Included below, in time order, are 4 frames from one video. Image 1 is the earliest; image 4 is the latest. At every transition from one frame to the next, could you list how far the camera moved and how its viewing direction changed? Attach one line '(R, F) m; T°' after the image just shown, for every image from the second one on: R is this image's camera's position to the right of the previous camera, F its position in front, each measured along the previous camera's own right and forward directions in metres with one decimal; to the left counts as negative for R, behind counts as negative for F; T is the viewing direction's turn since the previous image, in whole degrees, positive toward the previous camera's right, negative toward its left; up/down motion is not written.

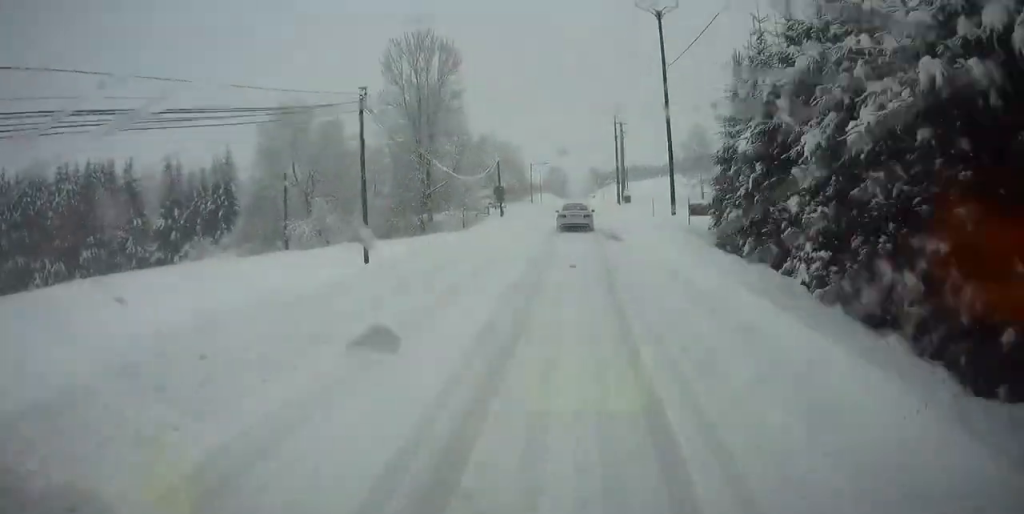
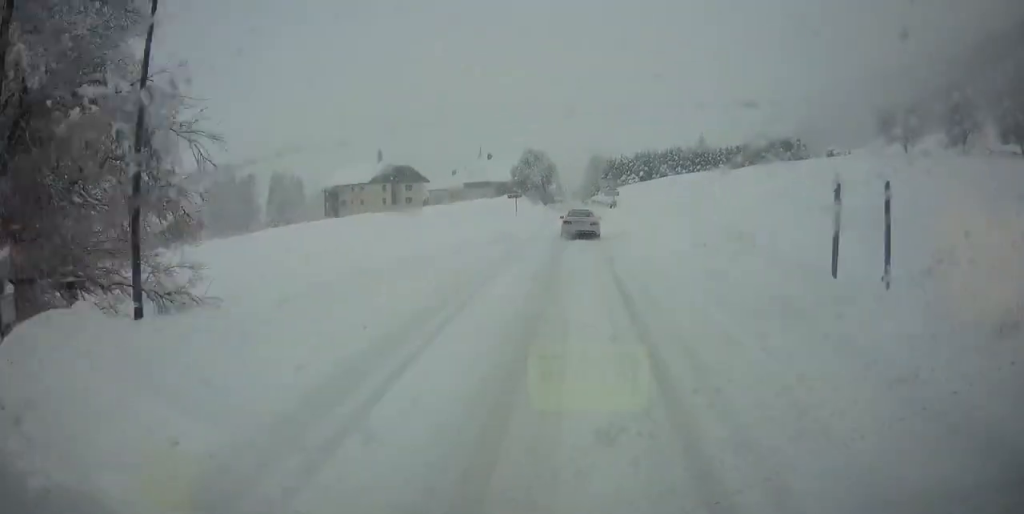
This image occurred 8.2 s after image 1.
(-0.3, +93.8) m; 0°
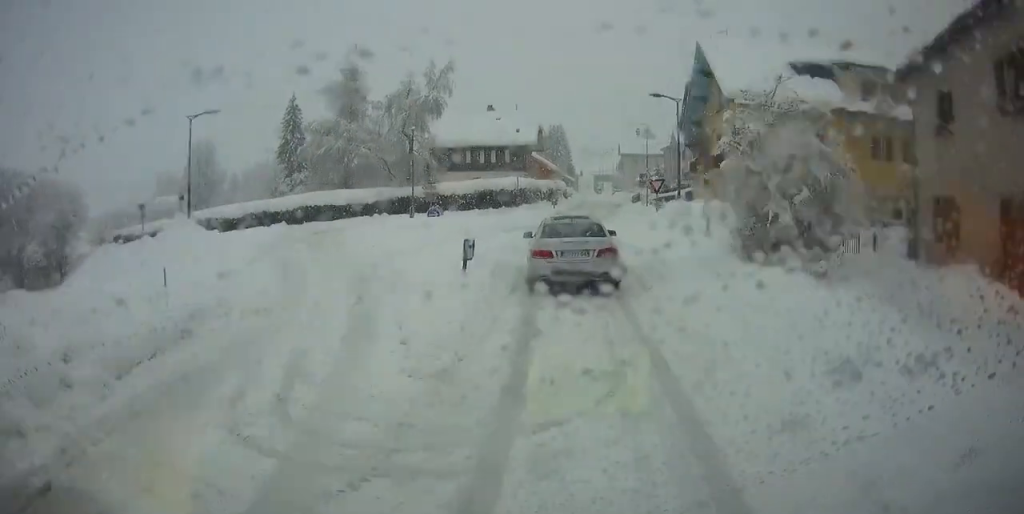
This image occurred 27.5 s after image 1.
(+1.2, +173.0) m; -3°
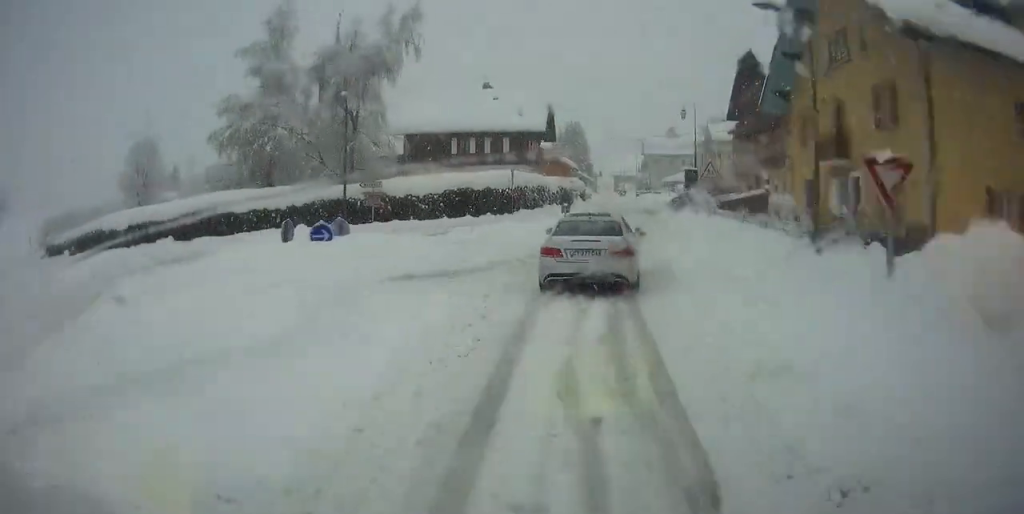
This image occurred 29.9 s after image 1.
(+0.4, +12.9) m; -10°
